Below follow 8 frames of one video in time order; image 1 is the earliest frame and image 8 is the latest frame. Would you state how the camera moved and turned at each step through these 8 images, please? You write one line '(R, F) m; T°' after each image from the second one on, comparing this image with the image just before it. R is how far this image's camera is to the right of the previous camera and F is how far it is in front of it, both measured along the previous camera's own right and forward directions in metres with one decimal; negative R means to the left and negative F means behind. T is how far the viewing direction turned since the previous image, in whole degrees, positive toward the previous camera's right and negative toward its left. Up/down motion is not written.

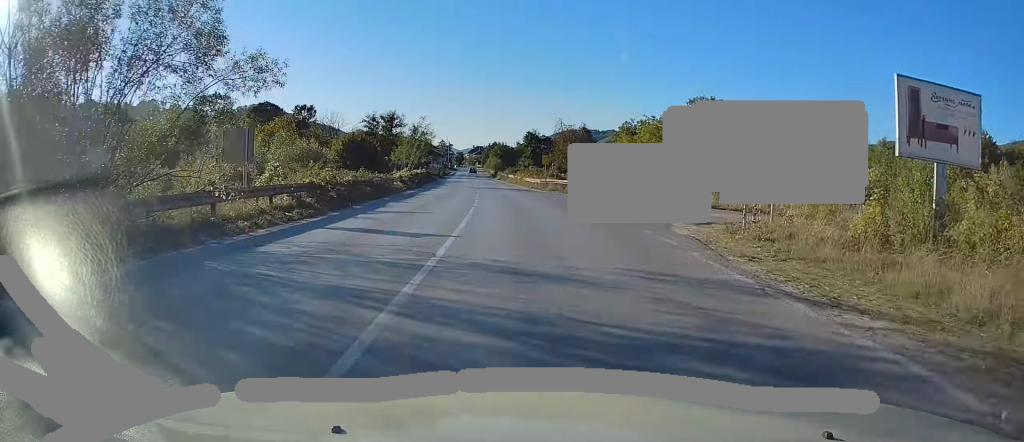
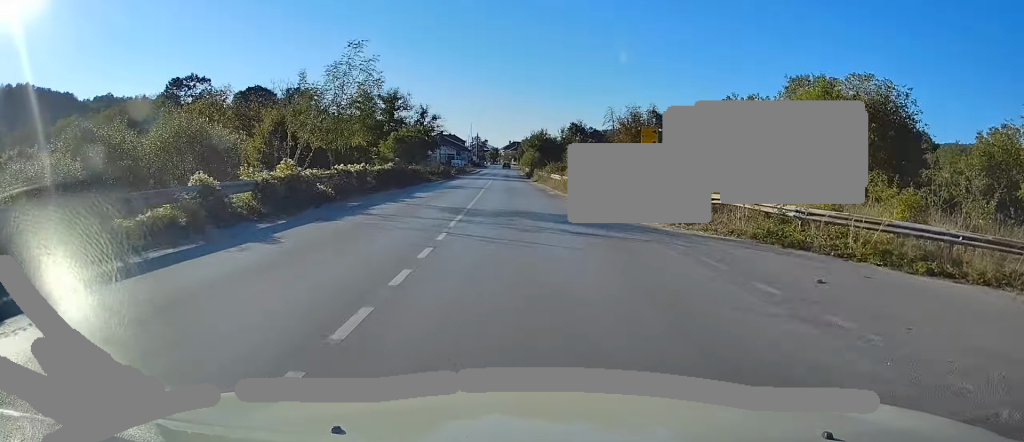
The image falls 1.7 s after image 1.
(-0.2, +31.4) m; -3°
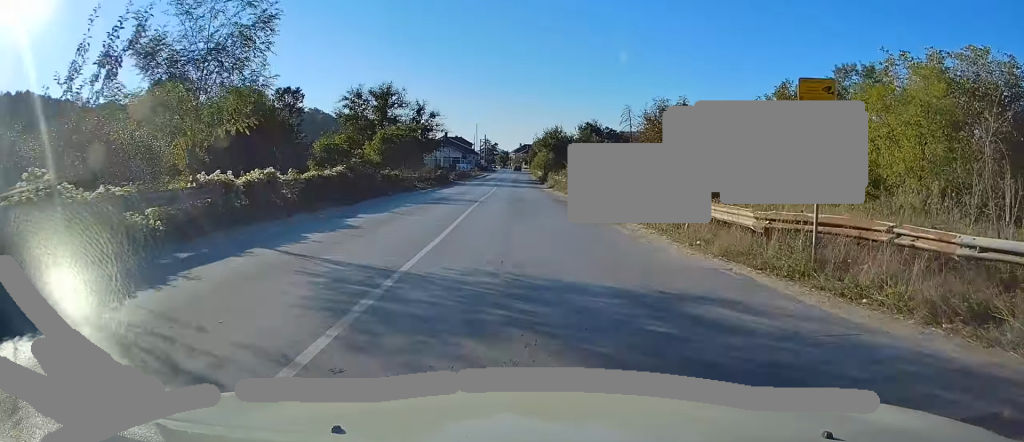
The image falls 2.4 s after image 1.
(-0.4, +11.3) m; -2°
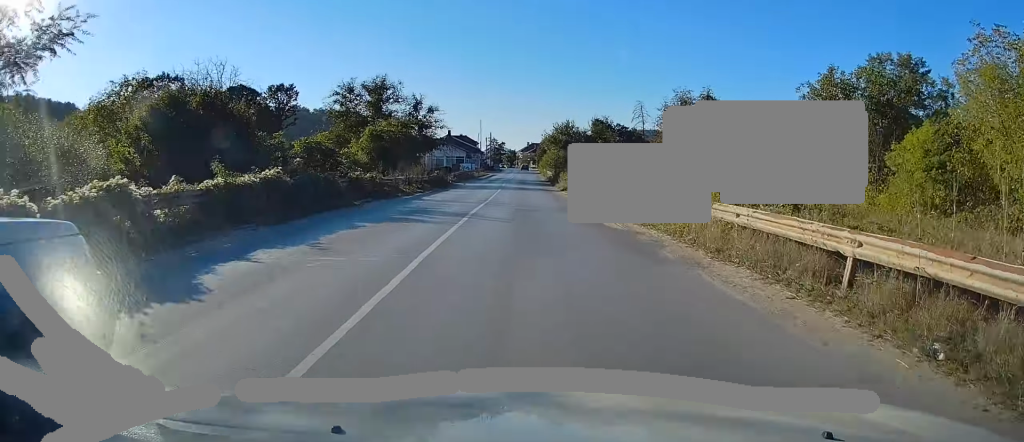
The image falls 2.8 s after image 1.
(-0.1, +7.1) m; -1°
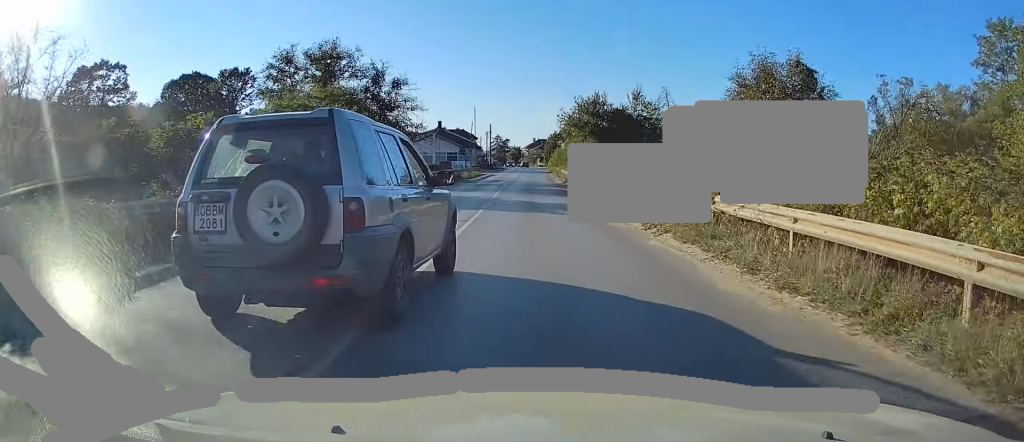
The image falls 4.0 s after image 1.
(-0.2, +21.3) m; -1°
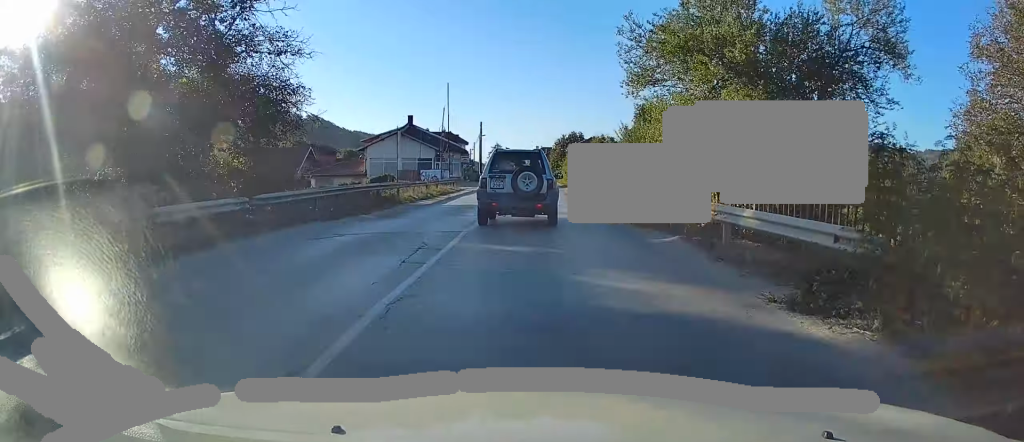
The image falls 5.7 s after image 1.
(0.0, +28.1) m; +1°
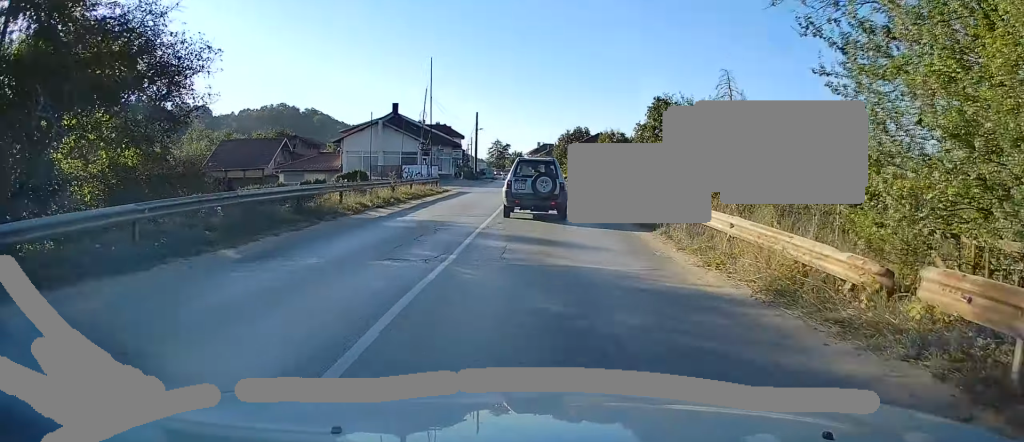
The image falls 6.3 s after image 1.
(0.0, +9.8) m; 0°
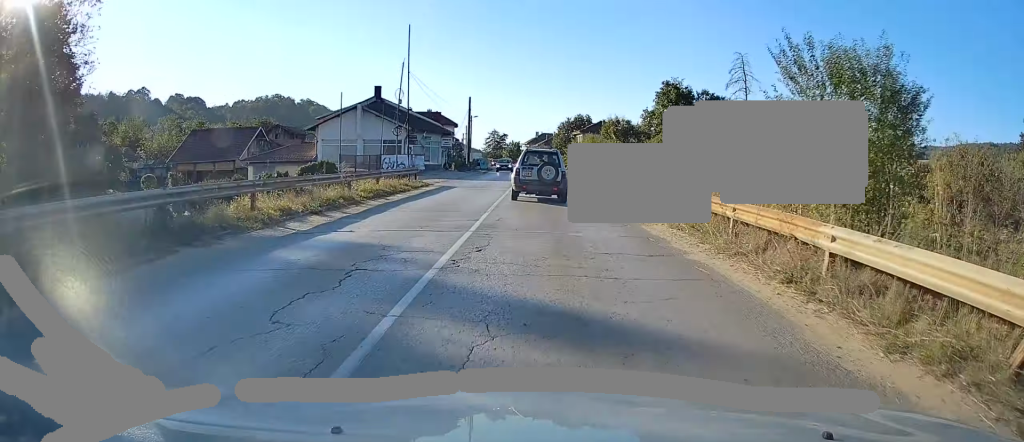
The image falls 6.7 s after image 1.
(0.0, +7.0) m; 0°
